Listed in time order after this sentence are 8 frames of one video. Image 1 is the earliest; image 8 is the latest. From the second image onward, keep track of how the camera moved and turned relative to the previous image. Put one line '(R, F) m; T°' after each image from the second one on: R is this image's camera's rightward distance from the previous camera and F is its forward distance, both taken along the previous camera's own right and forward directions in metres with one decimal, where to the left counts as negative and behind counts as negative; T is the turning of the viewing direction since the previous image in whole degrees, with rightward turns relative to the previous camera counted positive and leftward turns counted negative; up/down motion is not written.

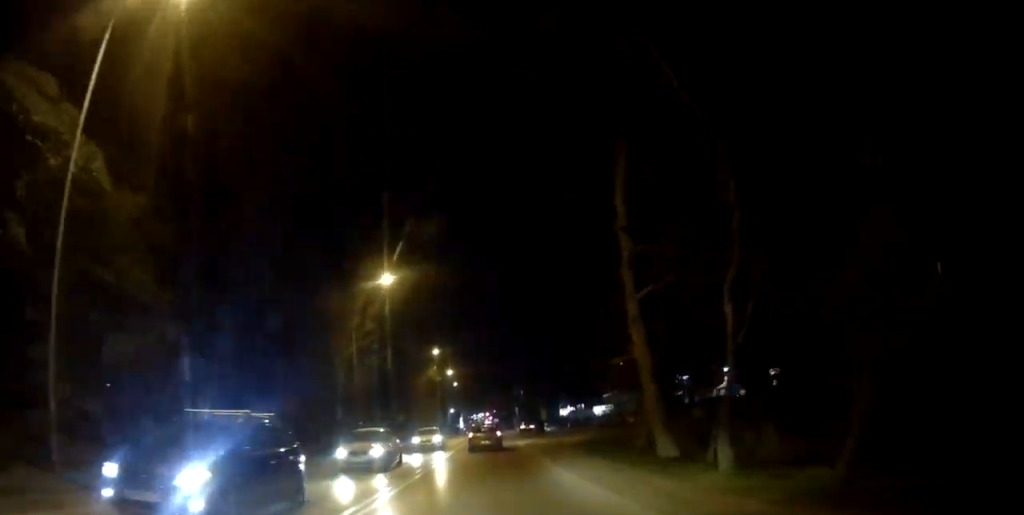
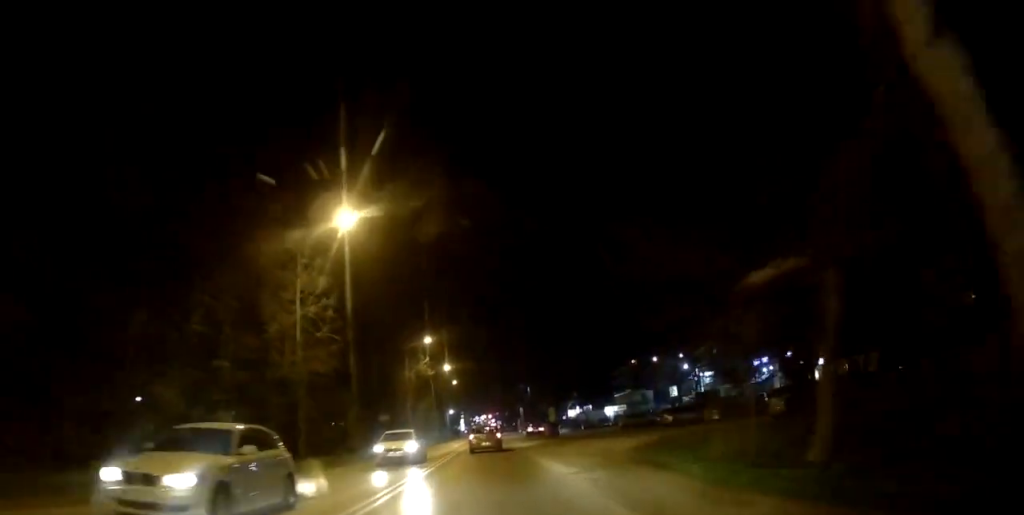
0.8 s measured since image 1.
(-0.4, +11.0) m; -2°
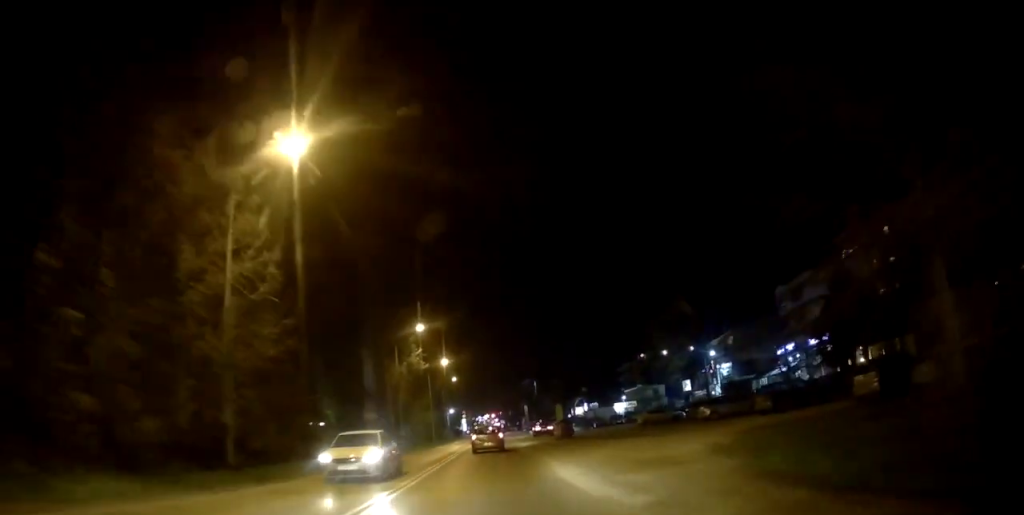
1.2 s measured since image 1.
(-0.1, +7.5) m; 0°
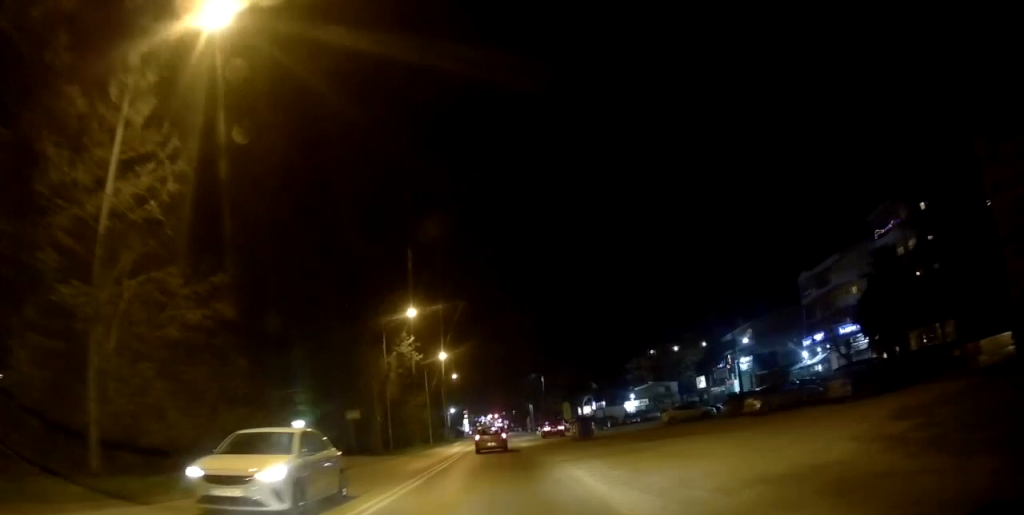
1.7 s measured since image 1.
(0.0, +6.8) m; 0°
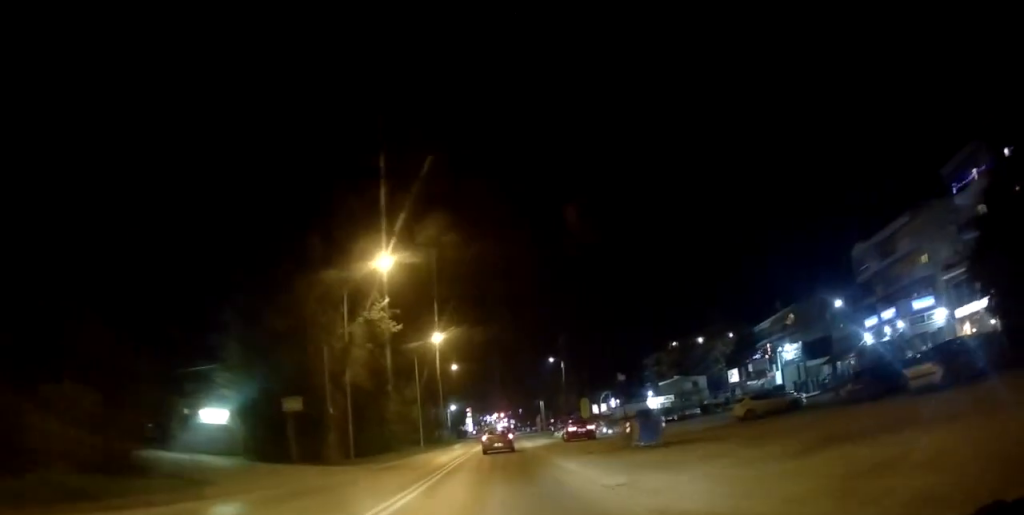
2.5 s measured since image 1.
(0.0, +12.9) m; +1°
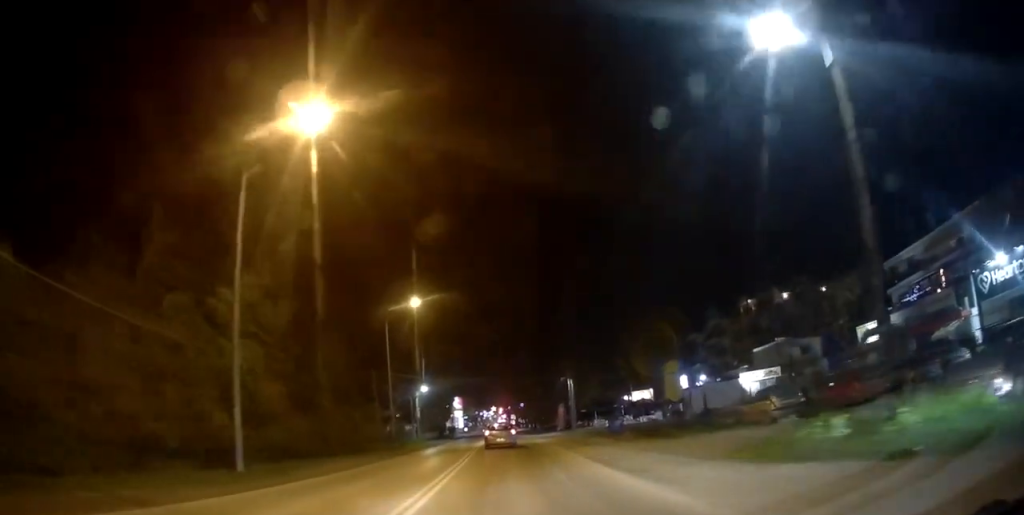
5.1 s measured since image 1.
(+0.1, +38.8) m; -2°
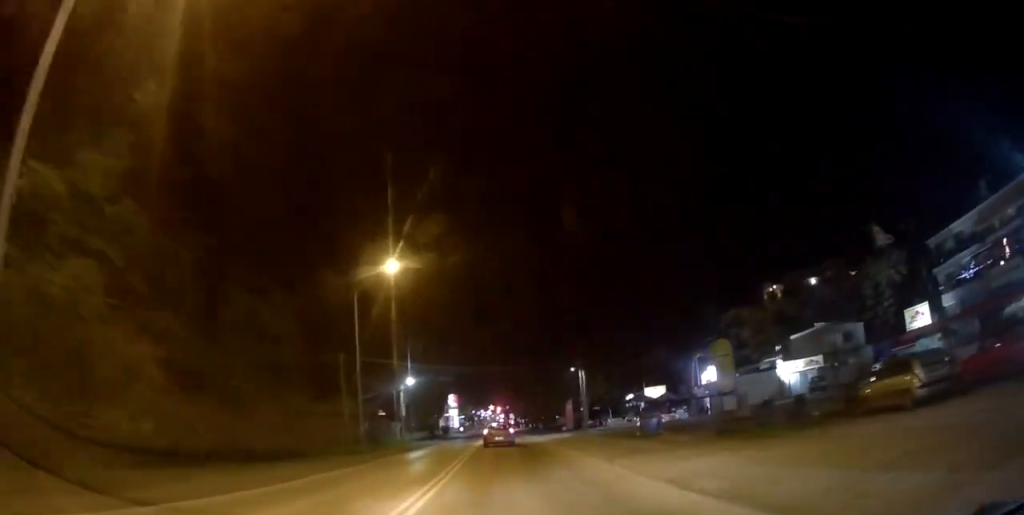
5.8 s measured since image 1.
(0.0, +9.0) m; 0°
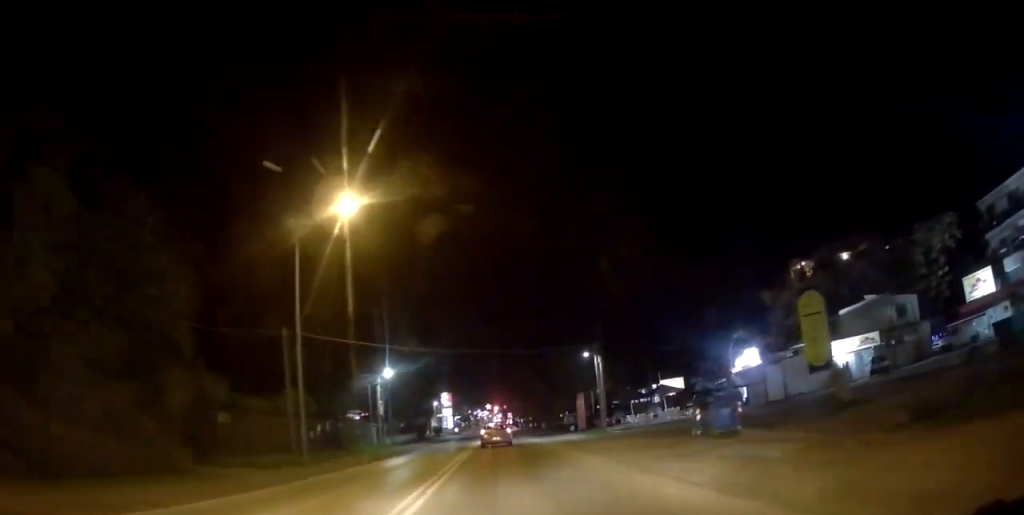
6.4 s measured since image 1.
(0.0, +9.2) m; +1°
